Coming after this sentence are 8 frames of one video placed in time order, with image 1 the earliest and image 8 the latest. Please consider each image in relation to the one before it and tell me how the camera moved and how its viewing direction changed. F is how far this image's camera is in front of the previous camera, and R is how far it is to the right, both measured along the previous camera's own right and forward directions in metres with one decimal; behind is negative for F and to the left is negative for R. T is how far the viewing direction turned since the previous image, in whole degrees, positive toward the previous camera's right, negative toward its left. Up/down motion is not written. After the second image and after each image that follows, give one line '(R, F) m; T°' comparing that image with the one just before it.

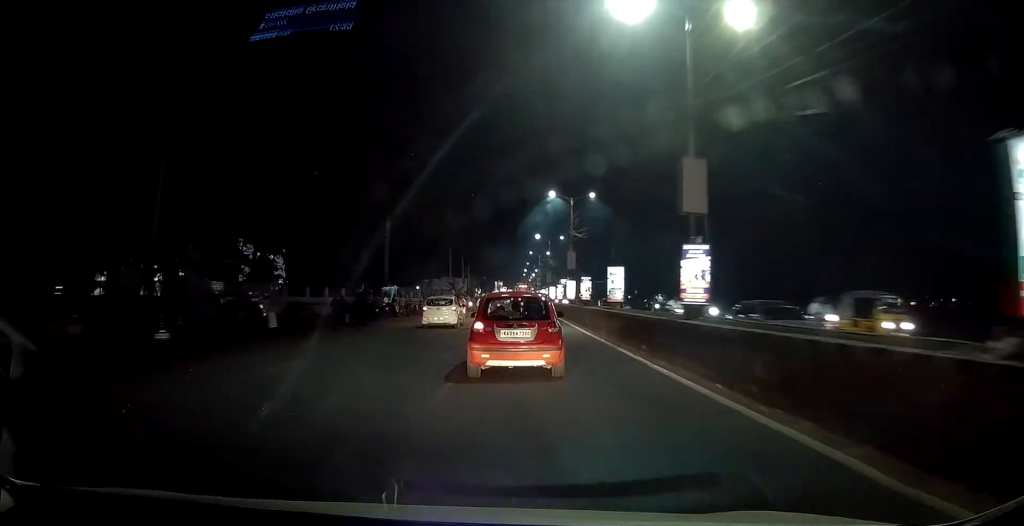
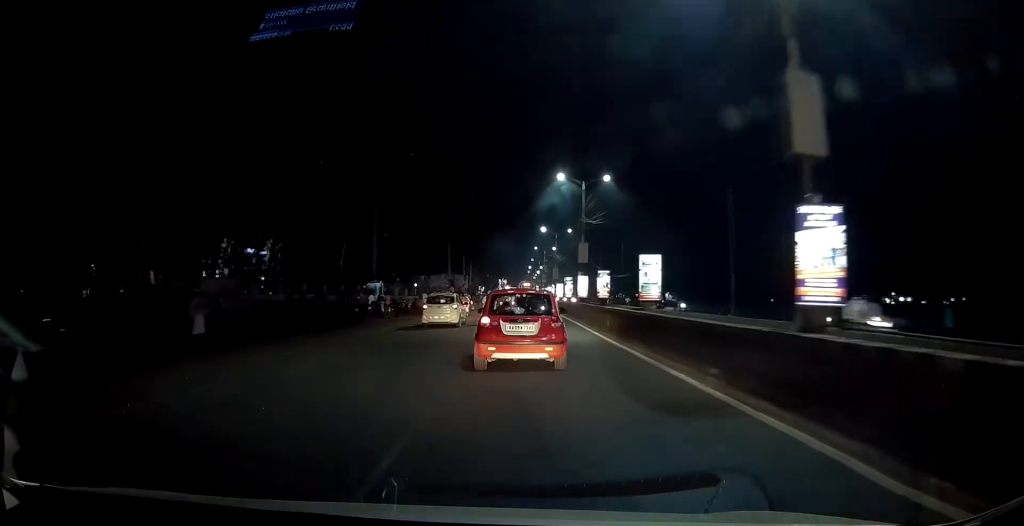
(0.0, +5.2) m; 0°
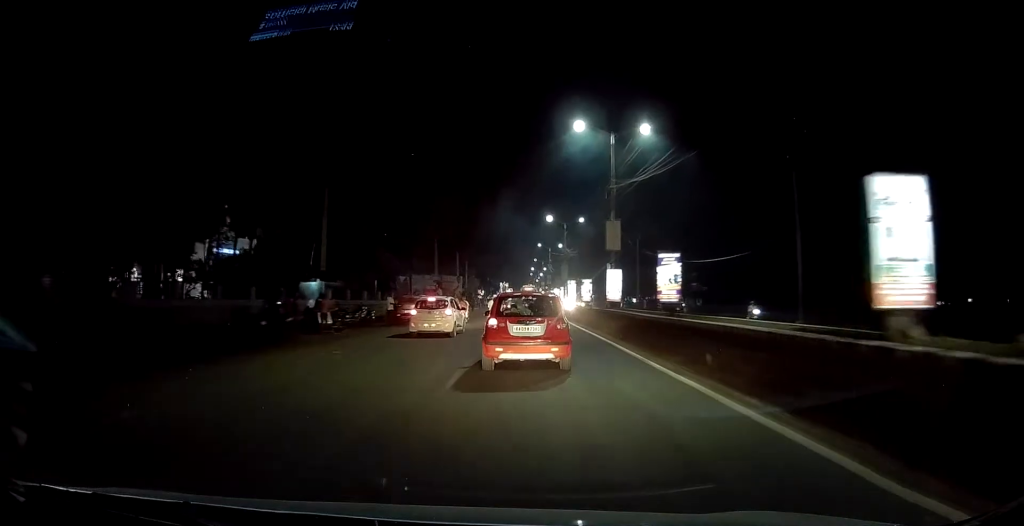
(+0.1, +11.3) m; 0°
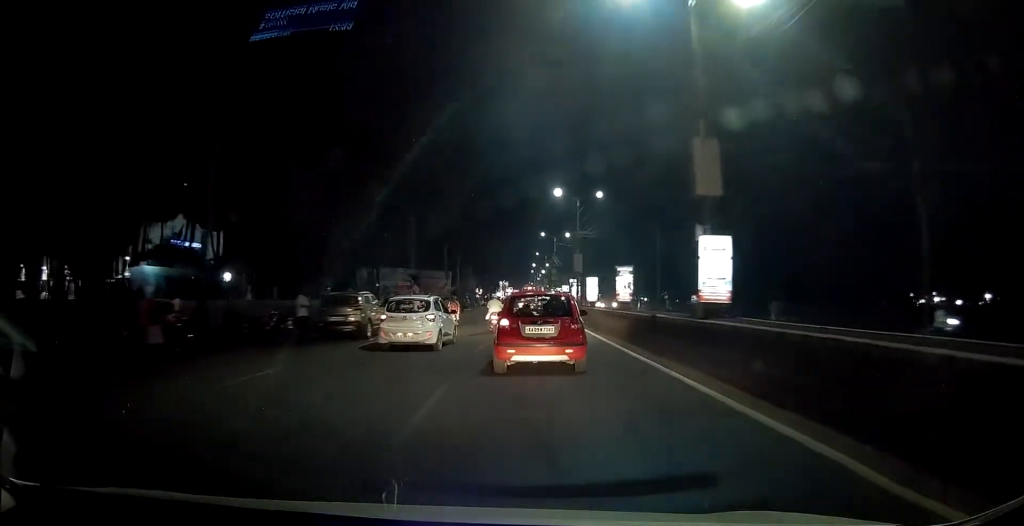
(-0.1, +11.9) m; -3°
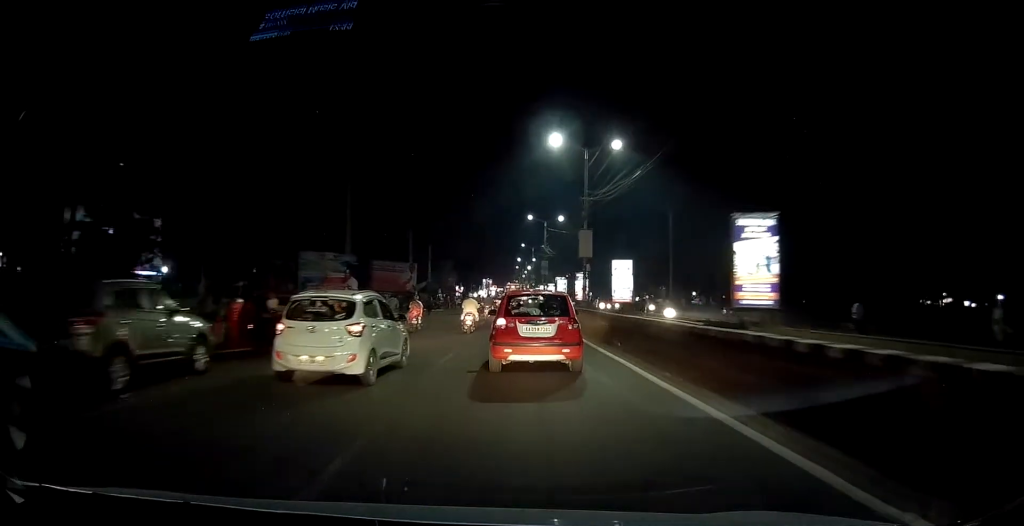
(-0.2, +13.3) m; +1°
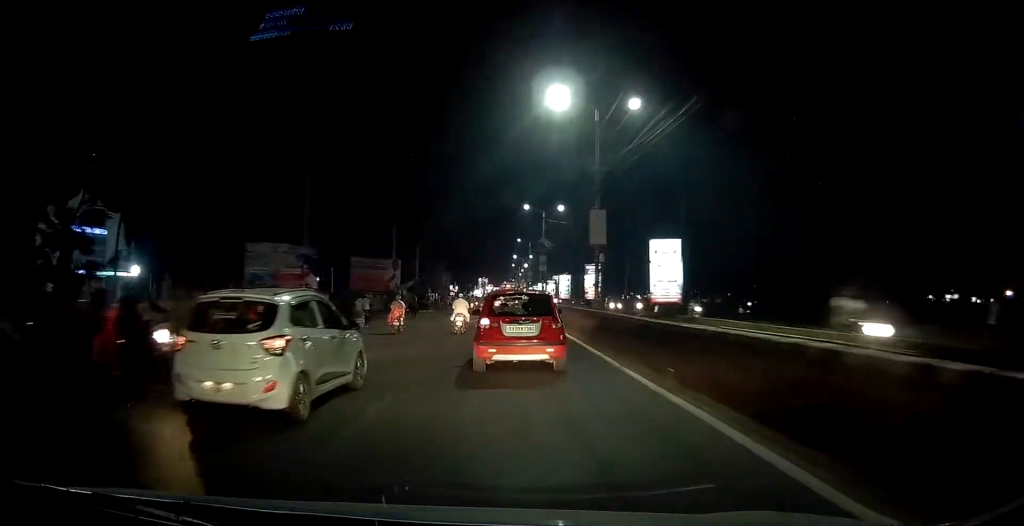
(+0.1, +5.6) m; +1°
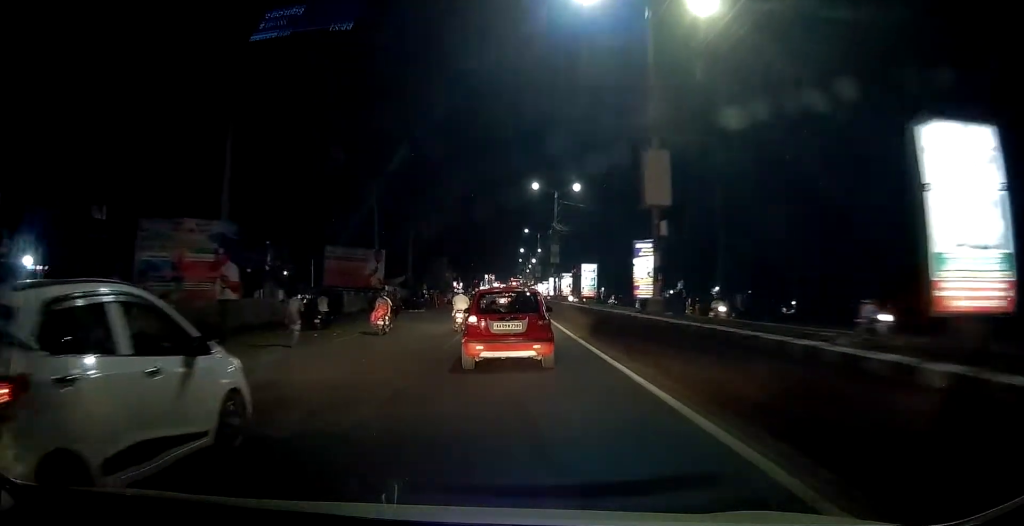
(+0.1, +8.2) m; 0°
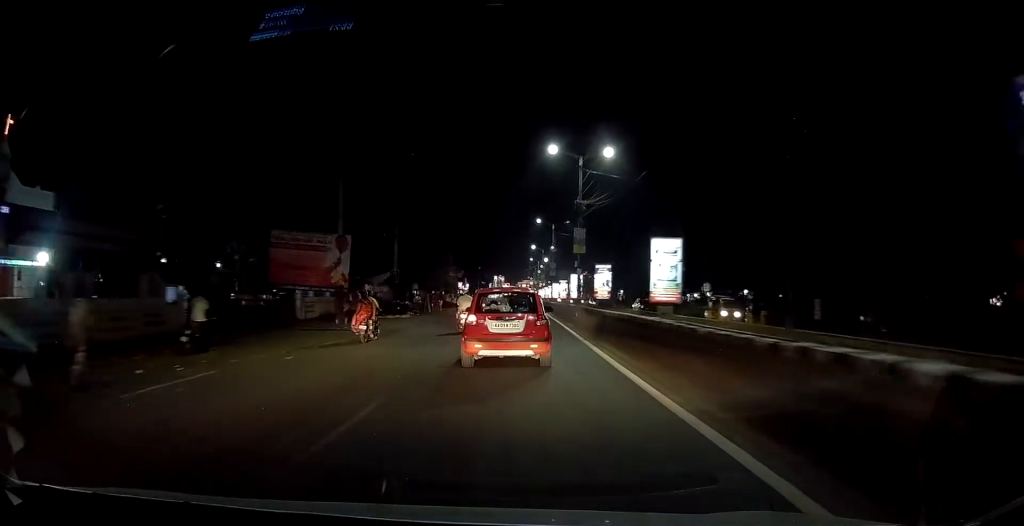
(0.0, +11.0) m; 0°
